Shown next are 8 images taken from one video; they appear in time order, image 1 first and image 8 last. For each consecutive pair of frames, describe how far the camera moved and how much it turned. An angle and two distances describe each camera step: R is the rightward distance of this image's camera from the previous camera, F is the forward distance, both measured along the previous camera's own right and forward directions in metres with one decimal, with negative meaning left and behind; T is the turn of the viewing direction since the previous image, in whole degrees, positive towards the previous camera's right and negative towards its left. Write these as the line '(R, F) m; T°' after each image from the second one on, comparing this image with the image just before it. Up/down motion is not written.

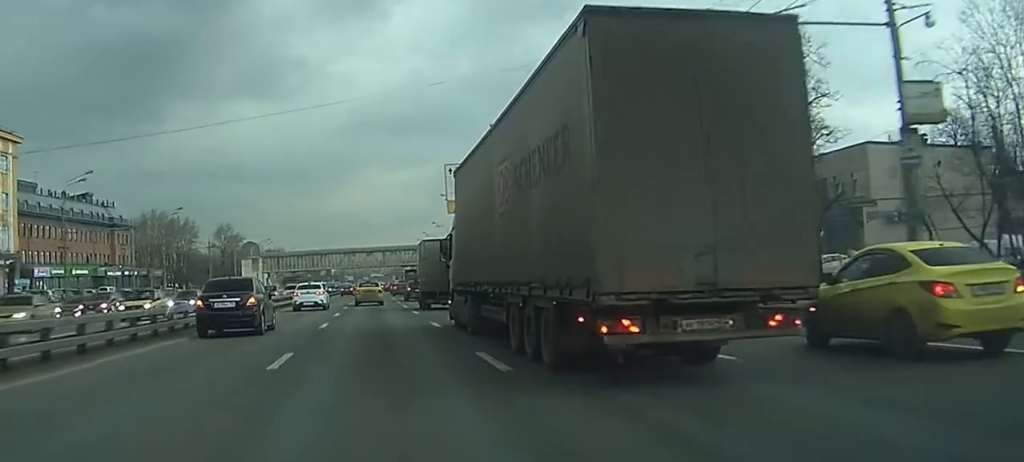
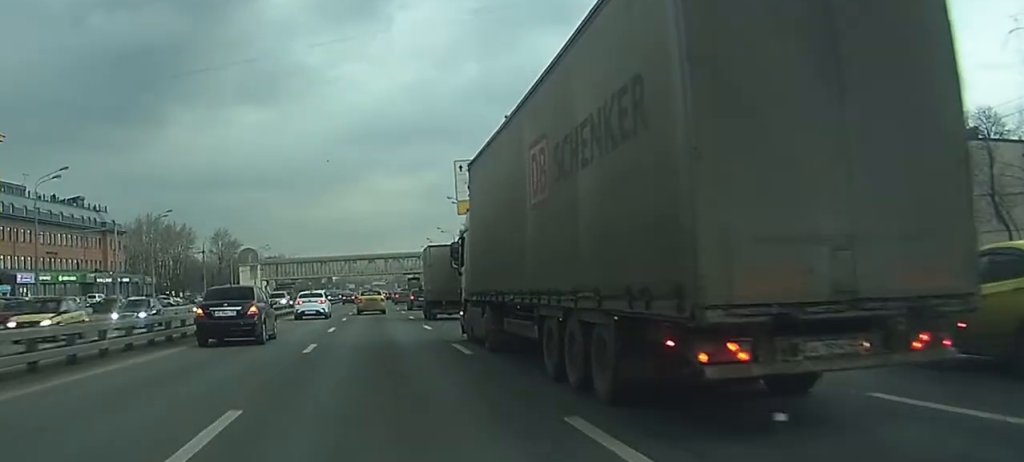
(0.0, +6.7) m; 0°
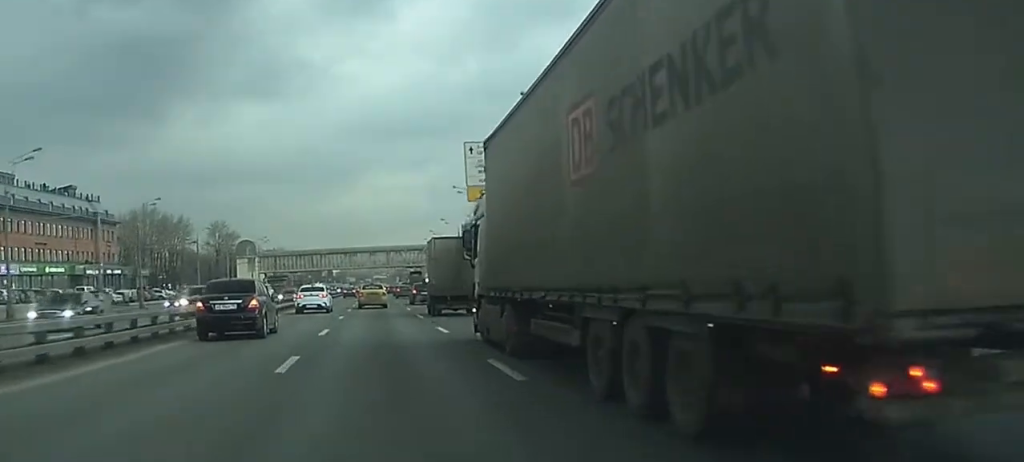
(0.0, +5.7) m; 0°
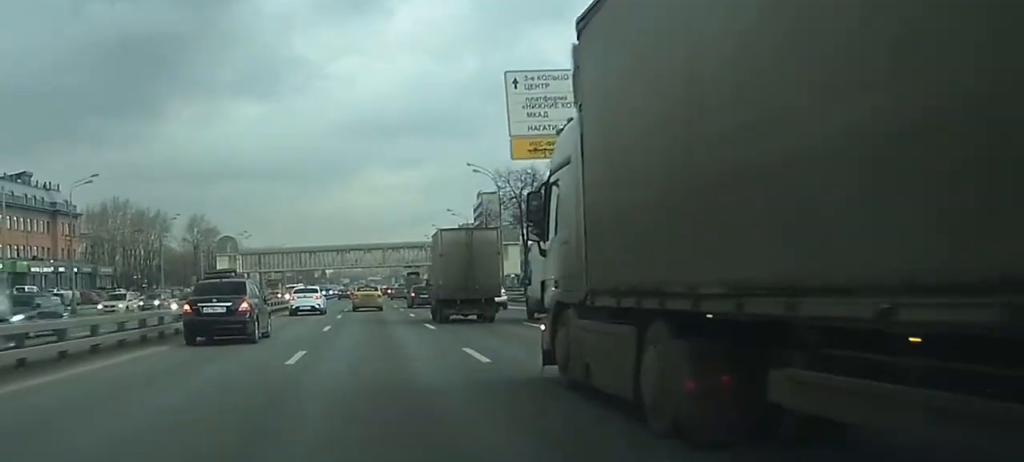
(0.0, +20.2) m; 0°
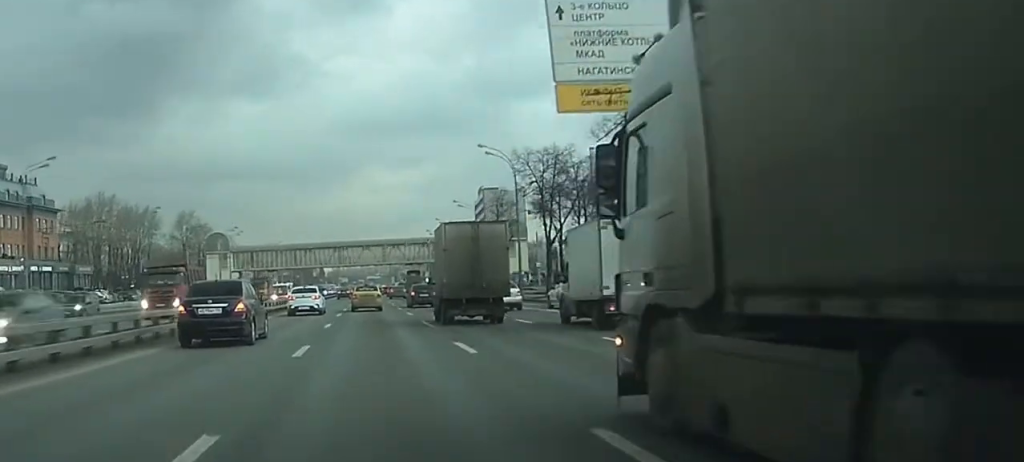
(0.0, +10.2) m; 0°
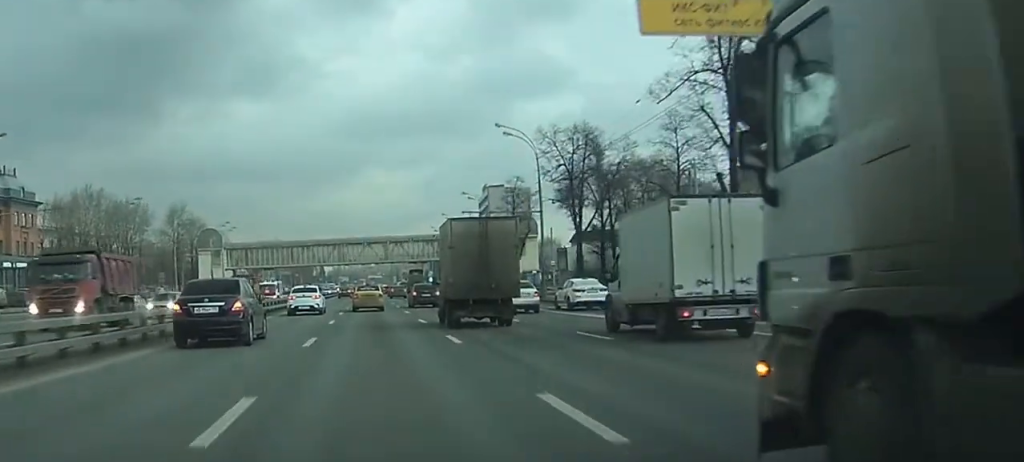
(0.0, +9.3) m; 0°
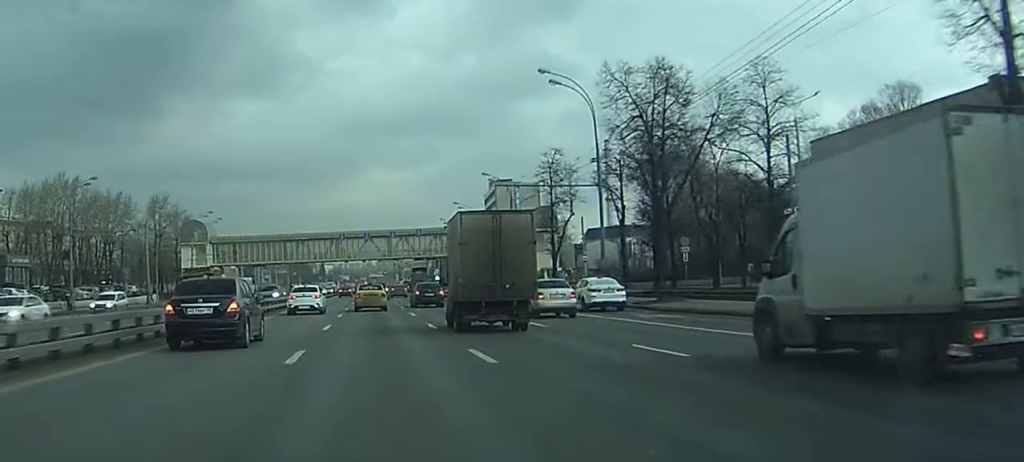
(+0.1, +16.3) m; 0°
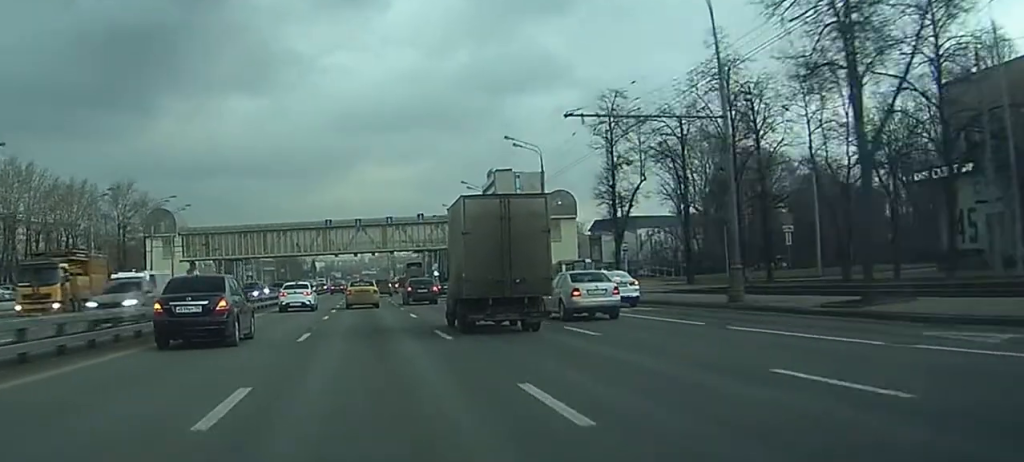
(0.0, +18.9) m; 0°
